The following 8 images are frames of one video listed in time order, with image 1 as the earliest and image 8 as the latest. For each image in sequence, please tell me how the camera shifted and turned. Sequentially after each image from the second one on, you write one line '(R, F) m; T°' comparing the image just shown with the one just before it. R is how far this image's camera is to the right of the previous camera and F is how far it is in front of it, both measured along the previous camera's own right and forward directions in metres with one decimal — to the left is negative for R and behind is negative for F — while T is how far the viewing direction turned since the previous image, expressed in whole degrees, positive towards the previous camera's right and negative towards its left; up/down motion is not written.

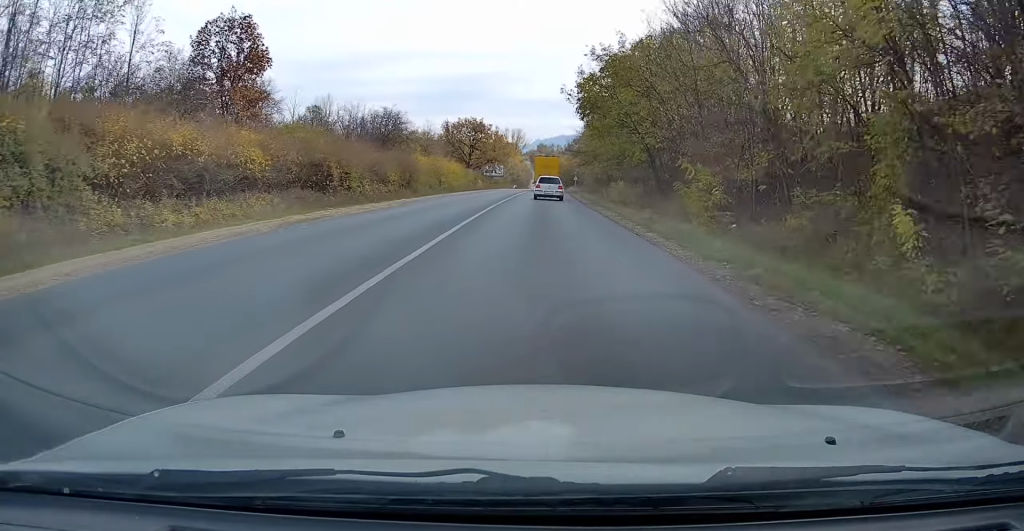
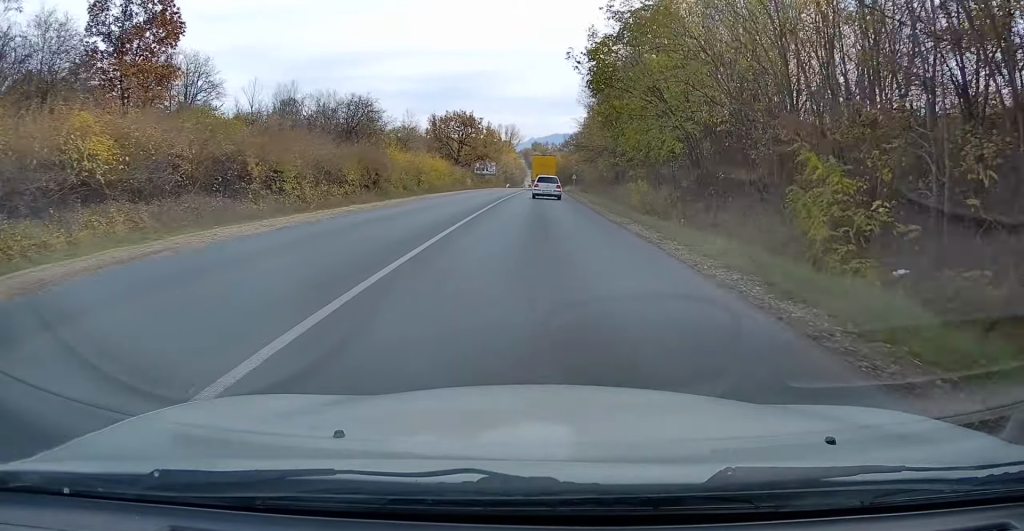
(+0.2, +8.9) m; +1°
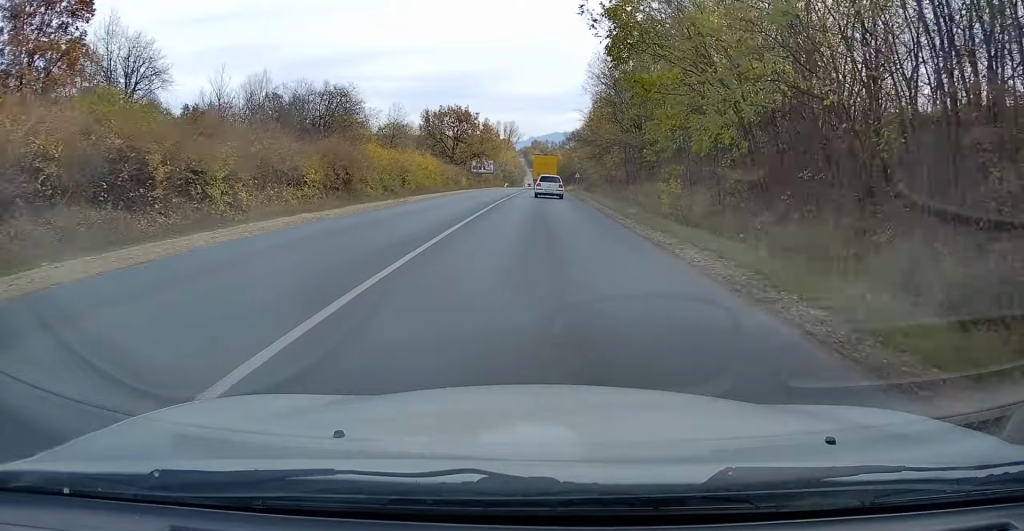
(0.0, +6.3) m; +1°
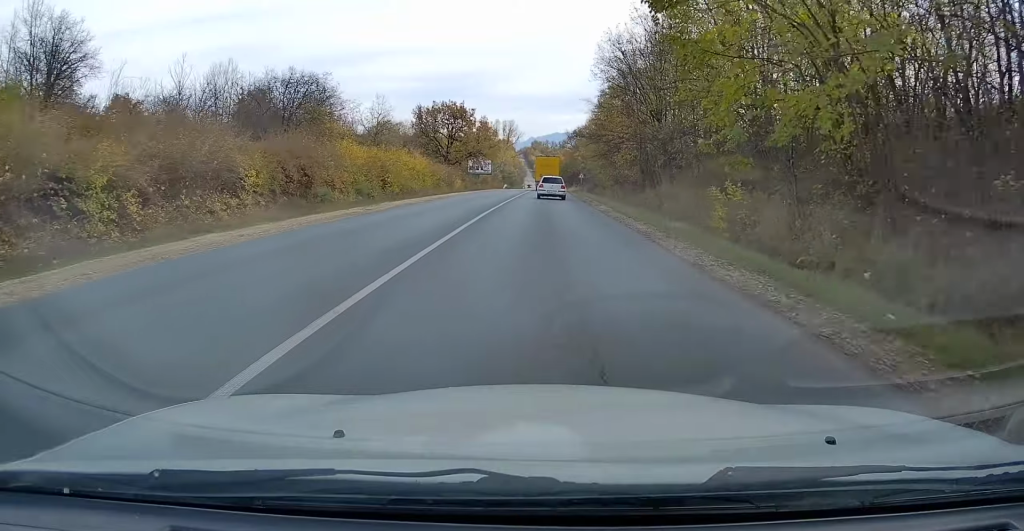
(0.0, +6.6) m; 0°
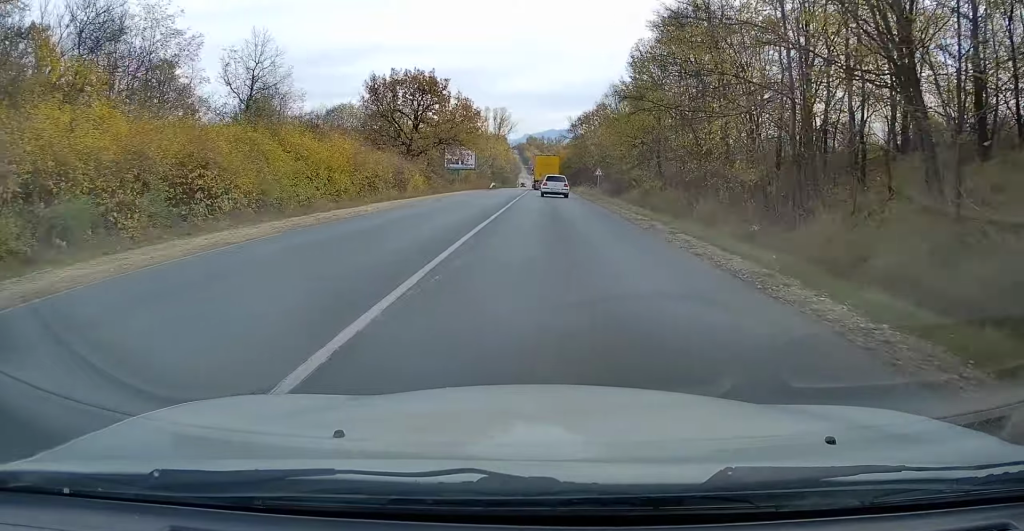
(+0.2, +25.5) m; 0°
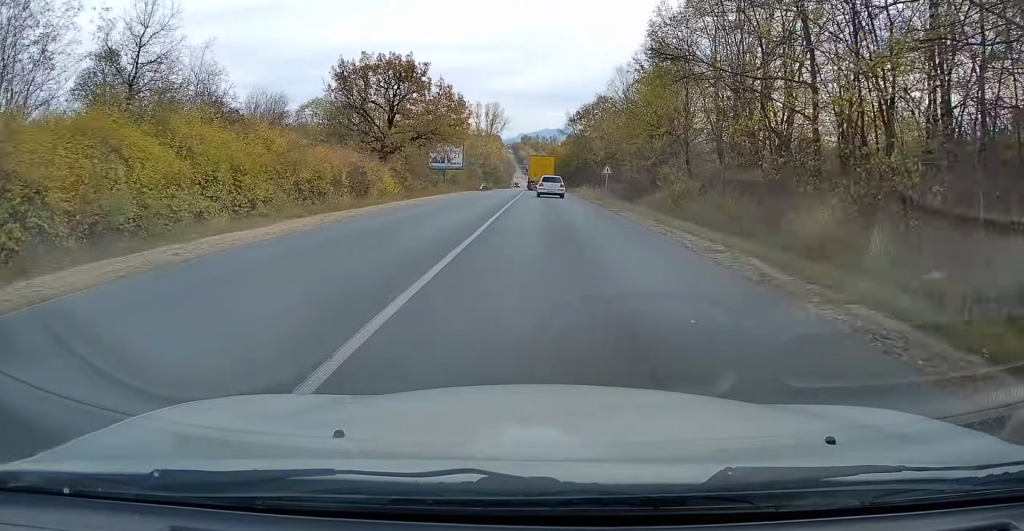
(-0.1, +10.1) m; 0°
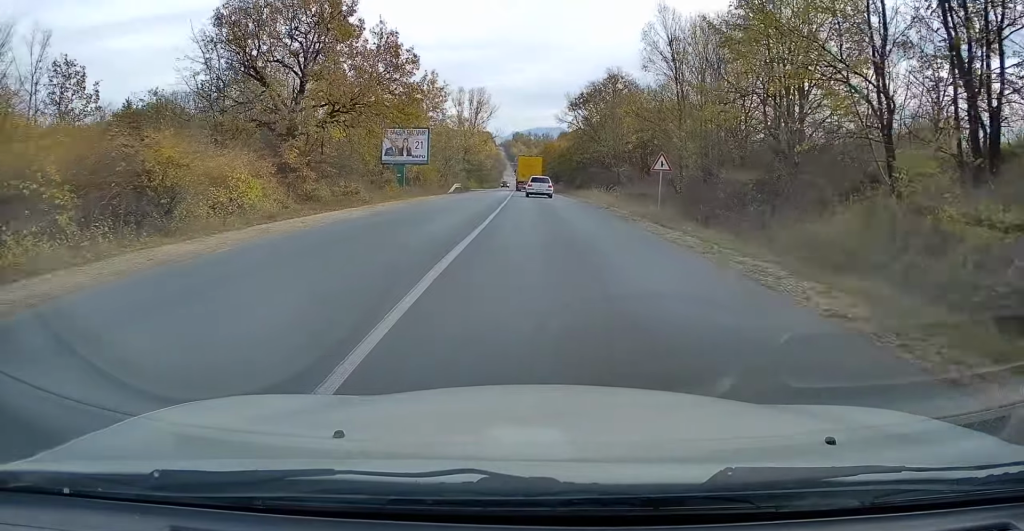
(+0.1, +23.1) m; +1°
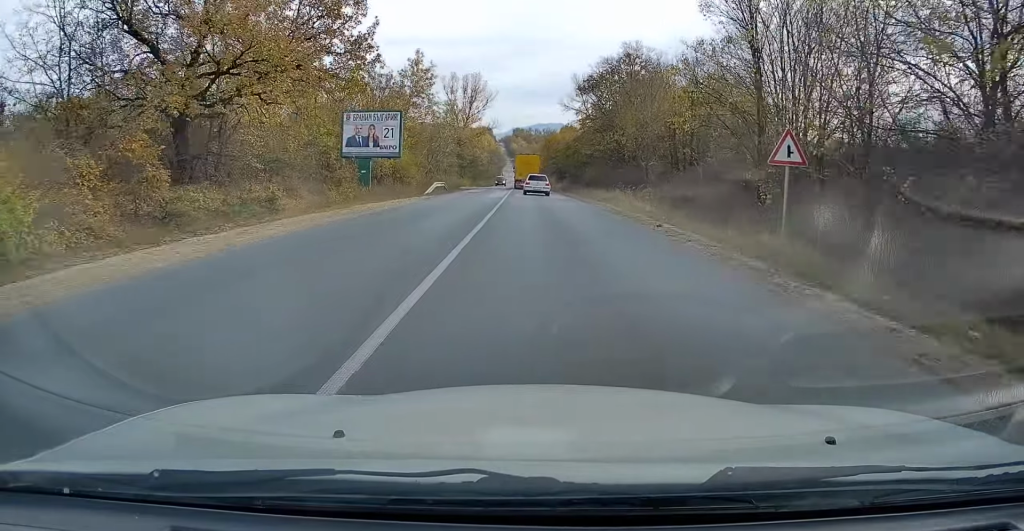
(+0.1, +14.1) m; 0°
